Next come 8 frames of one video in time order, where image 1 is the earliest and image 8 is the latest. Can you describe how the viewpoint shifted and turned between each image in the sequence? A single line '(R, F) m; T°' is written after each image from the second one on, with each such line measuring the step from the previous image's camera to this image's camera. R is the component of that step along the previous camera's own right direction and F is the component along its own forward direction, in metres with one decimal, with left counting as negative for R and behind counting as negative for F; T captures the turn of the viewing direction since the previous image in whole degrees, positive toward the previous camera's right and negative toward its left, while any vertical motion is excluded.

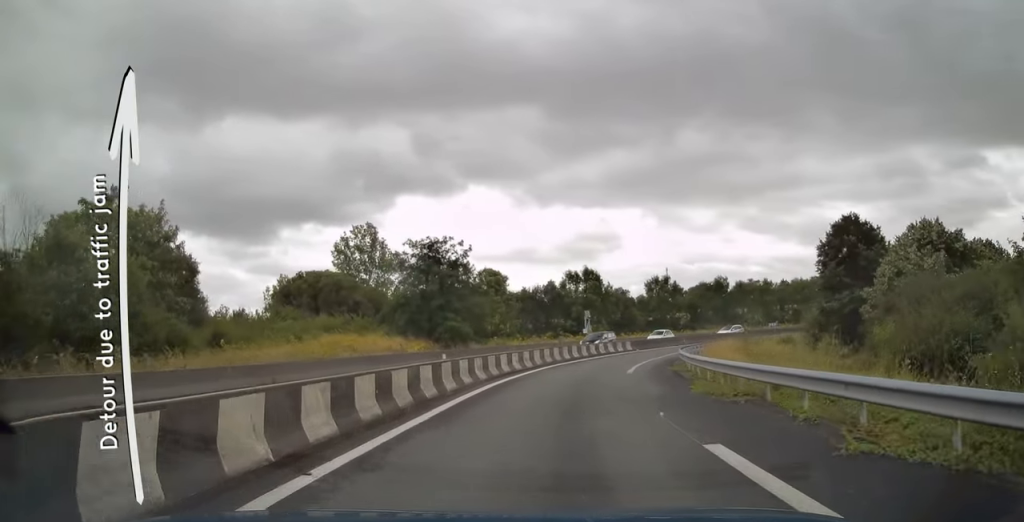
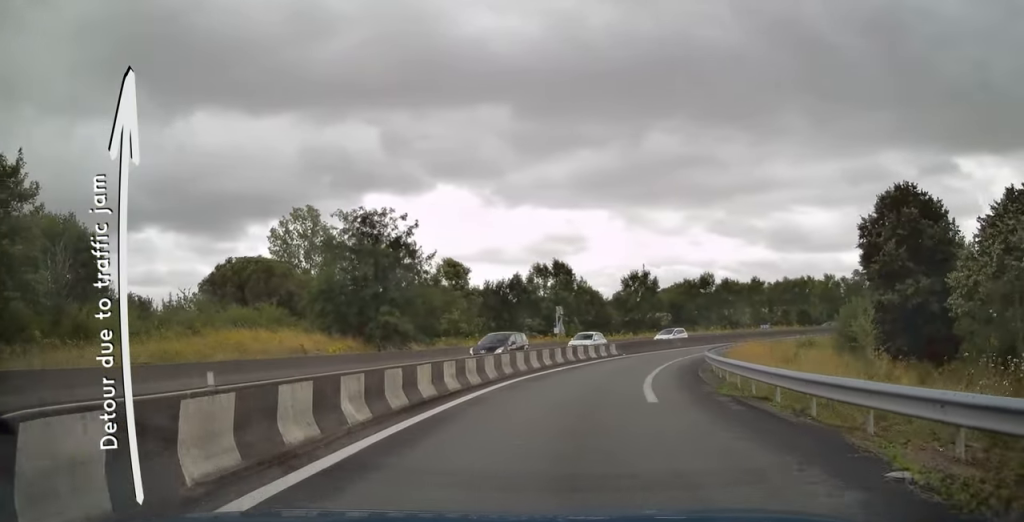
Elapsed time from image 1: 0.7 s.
(+0.2, +10.4) m; +3°
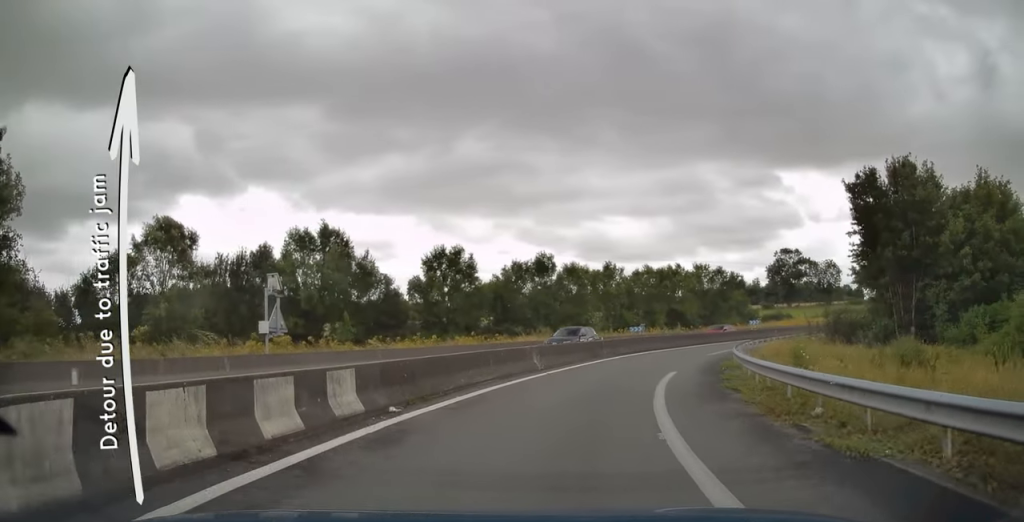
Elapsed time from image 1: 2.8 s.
(+2.7, +28.7) m; +13°
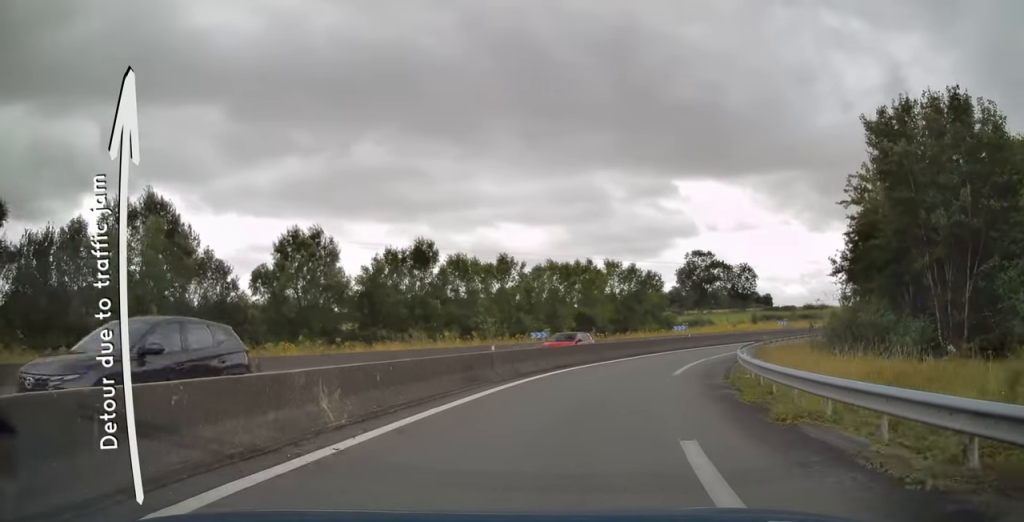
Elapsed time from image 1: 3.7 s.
(+0.9, +12.9) m; +9°
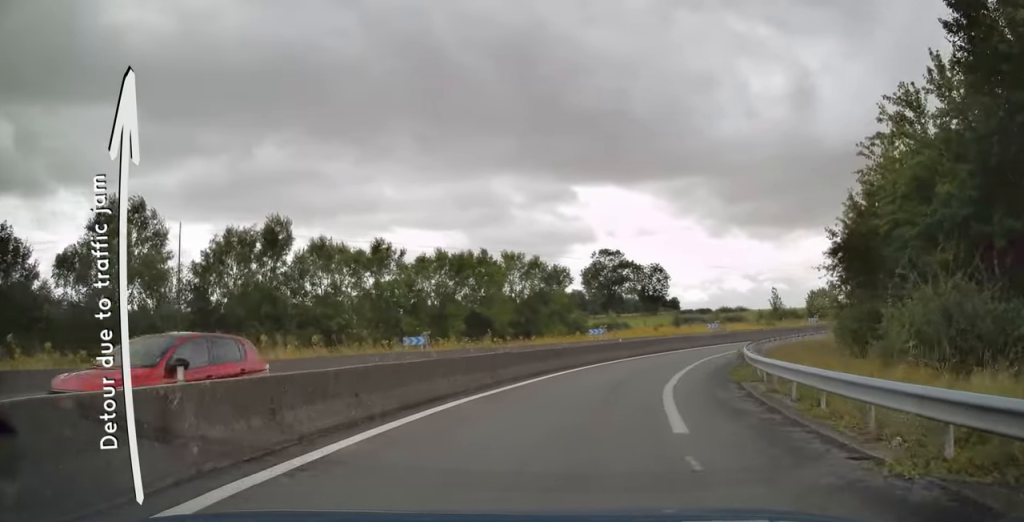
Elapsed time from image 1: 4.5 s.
(+0.9, +12.0) m; +9°
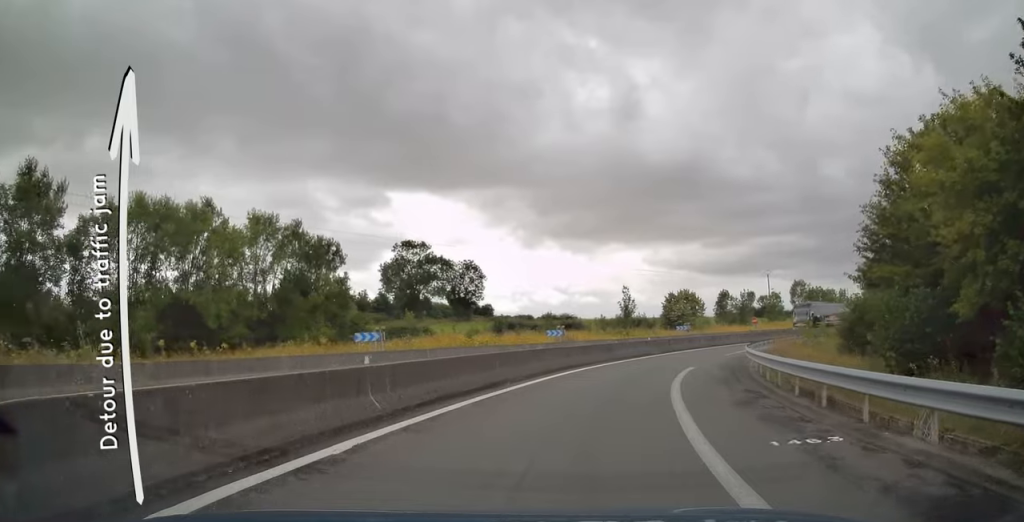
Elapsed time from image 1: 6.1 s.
(+3.3, +22.1) m; +18°
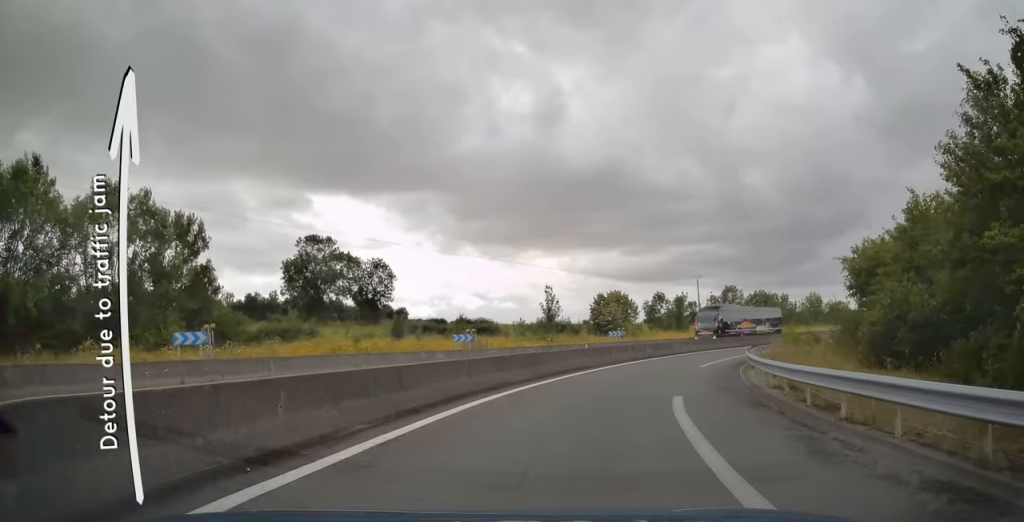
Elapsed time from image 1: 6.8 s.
(+0.8, +9.5) m; +8°
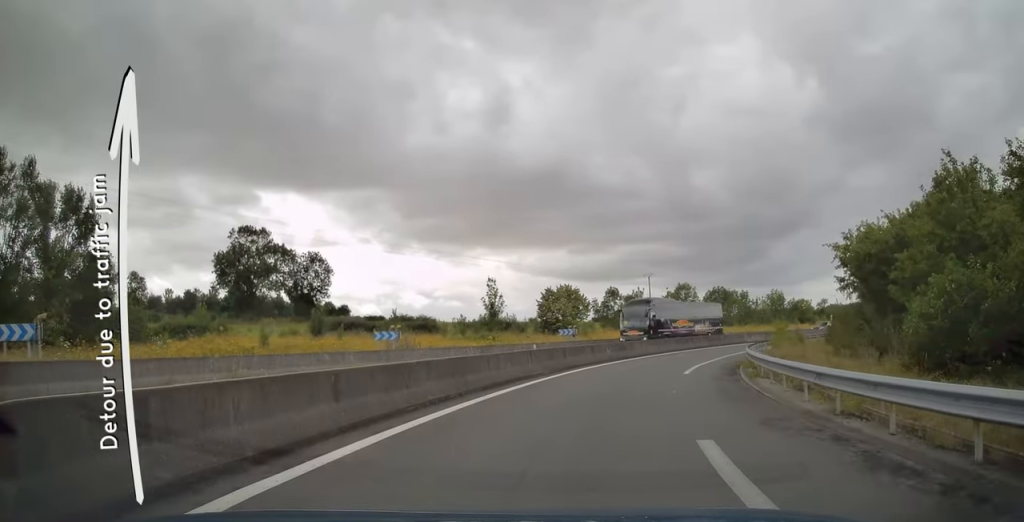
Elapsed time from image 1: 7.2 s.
(-0.1, +6.2) m; +5°
